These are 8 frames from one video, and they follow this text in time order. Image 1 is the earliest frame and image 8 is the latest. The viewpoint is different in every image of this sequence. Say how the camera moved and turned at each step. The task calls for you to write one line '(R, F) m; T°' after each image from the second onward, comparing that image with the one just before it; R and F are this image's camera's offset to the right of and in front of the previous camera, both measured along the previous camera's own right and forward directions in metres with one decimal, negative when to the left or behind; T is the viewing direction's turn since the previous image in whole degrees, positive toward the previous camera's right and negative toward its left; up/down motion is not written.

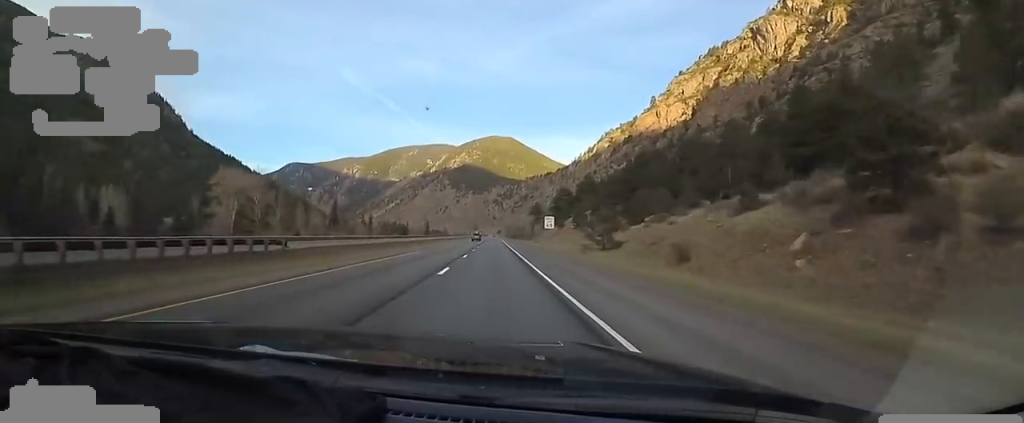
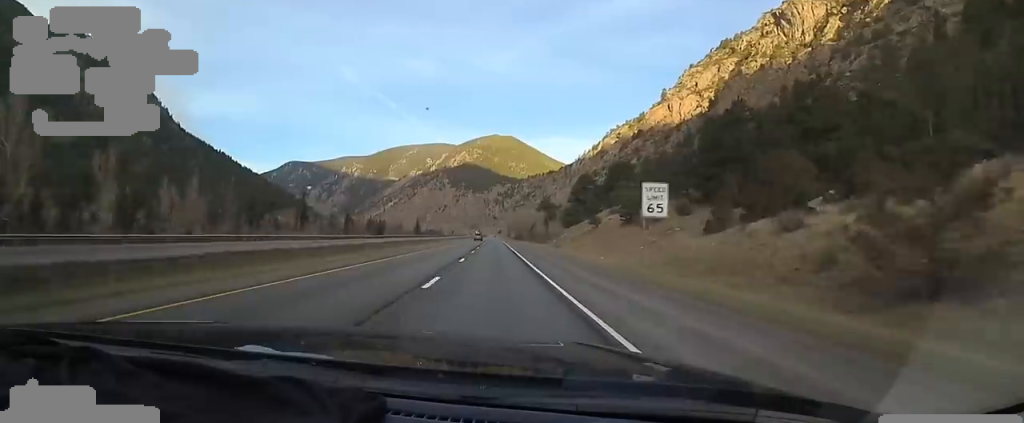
(+0.7, +39.3) m; +2°
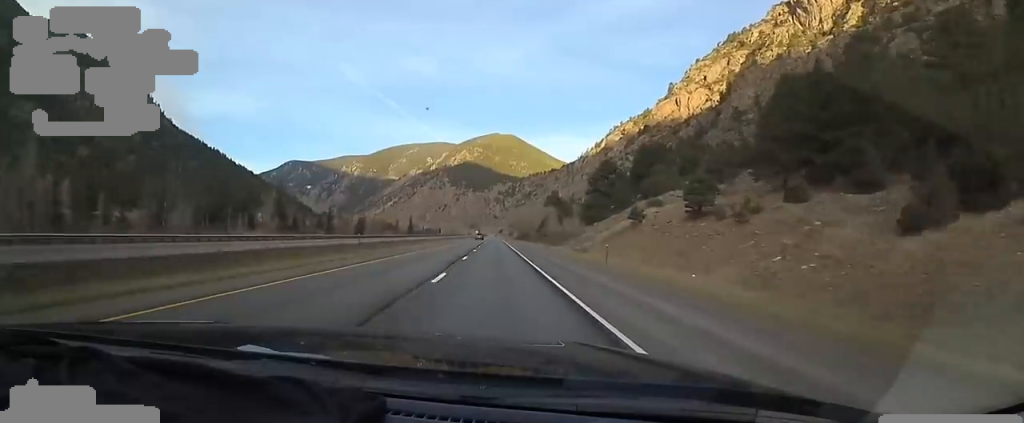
(+0.7, +22.9) m; 0°
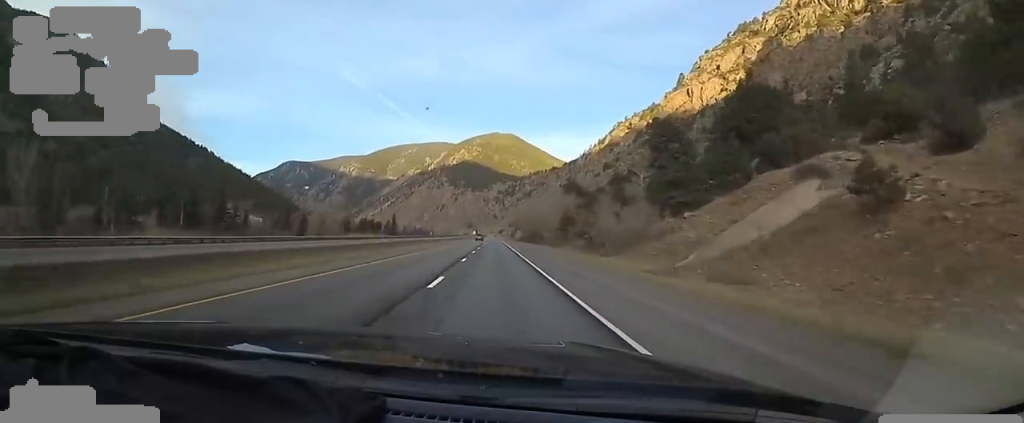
(-1.6, +37.5) m; -2°
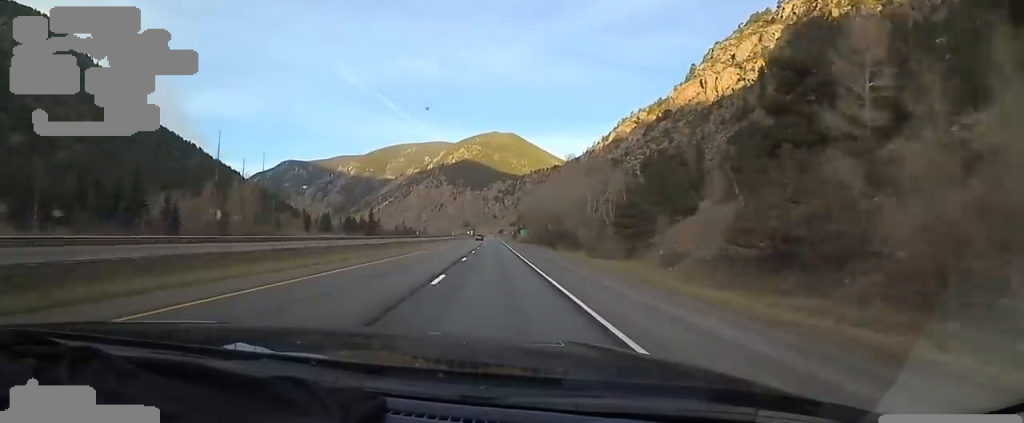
(+0.8, +35.3) m; +2°
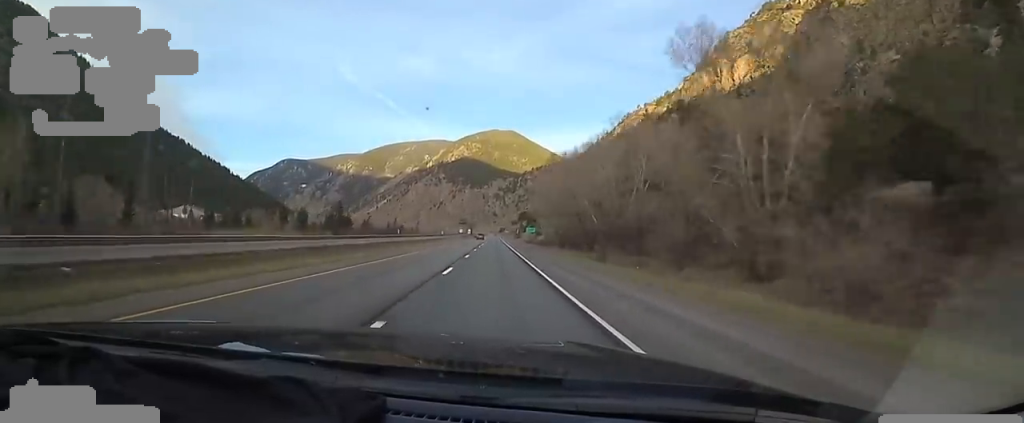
(+0.1, +33.4) m; -2°
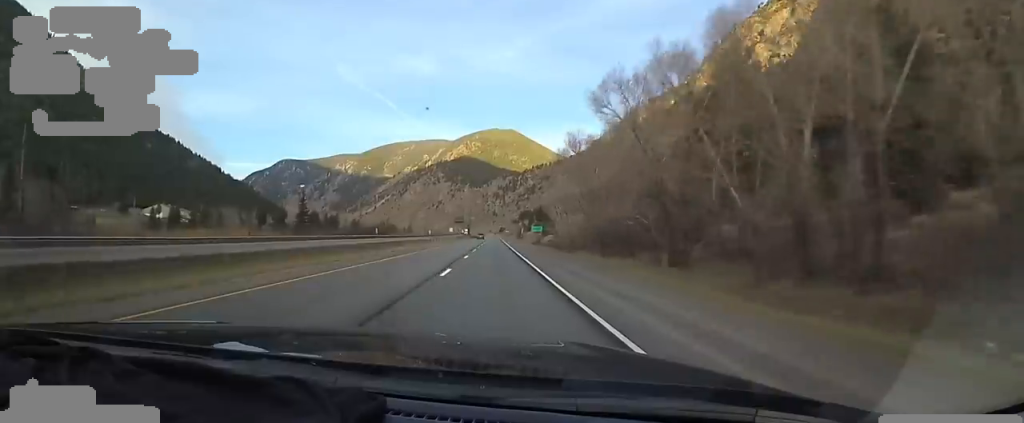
(-0.6, +25.0) m; 0°
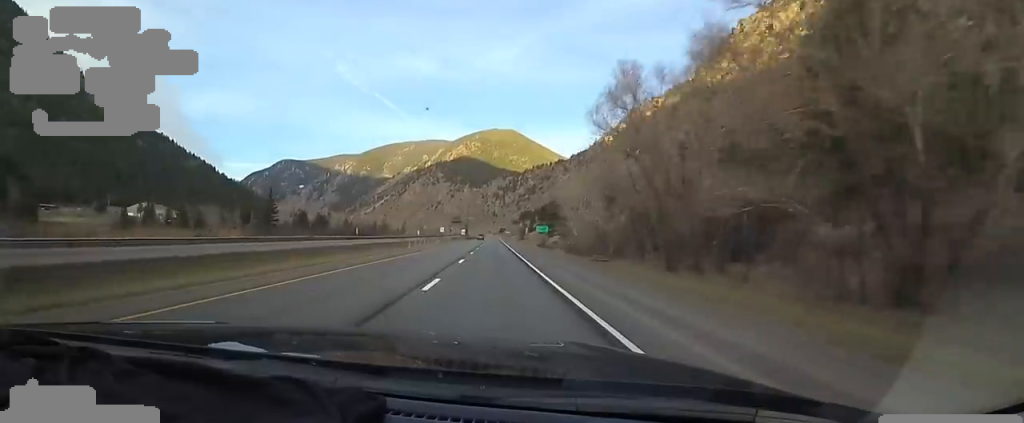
(-0.5, +15.6) m; +1°
